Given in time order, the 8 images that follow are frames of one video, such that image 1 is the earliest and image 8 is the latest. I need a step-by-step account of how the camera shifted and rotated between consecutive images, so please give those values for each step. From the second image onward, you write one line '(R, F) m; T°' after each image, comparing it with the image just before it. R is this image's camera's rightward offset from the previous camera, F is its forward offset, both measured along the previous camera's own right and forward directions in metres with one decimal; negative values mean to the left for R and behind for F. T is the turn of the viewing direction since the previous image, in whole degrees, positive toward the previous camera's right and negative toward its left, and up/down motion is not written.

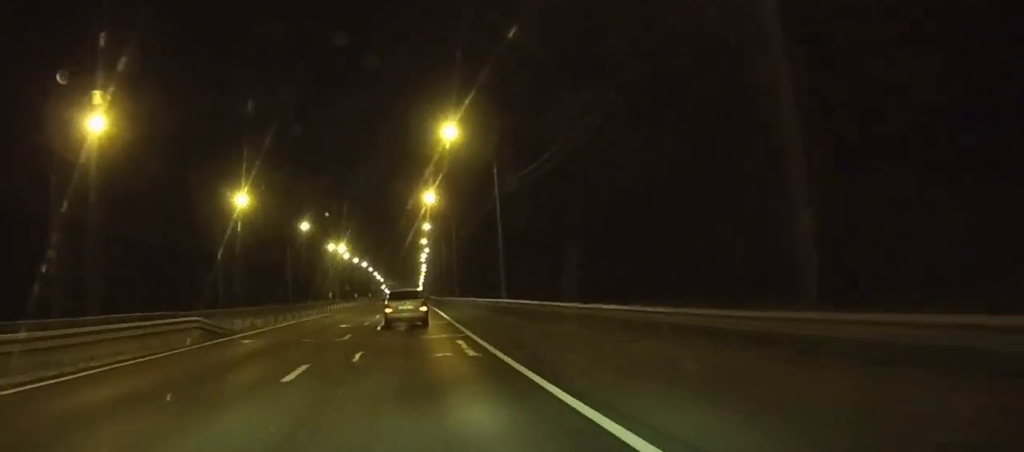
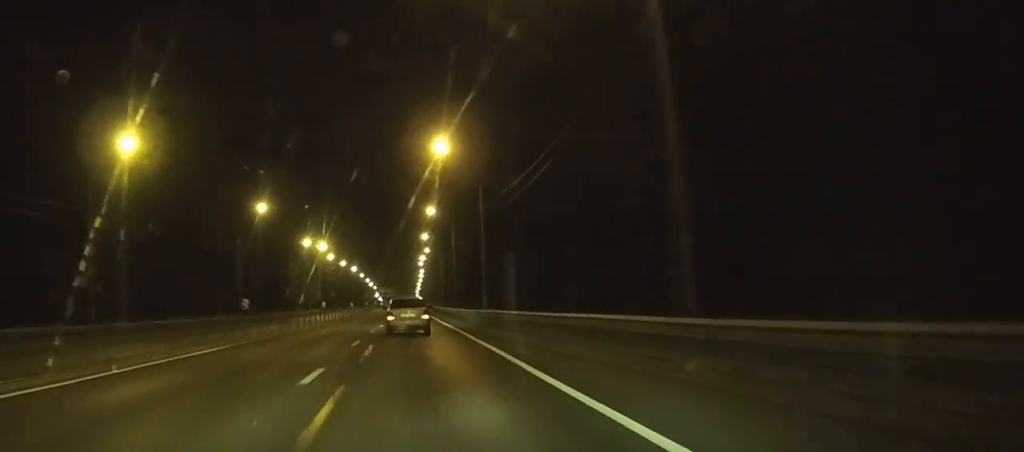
(-0.2, +36.3) m; 0°
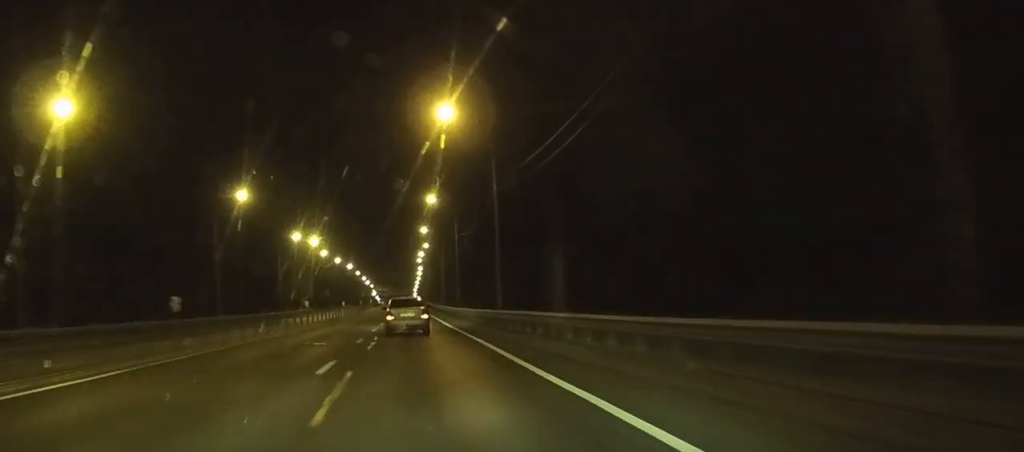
(0.0, +10.0) m; 0°
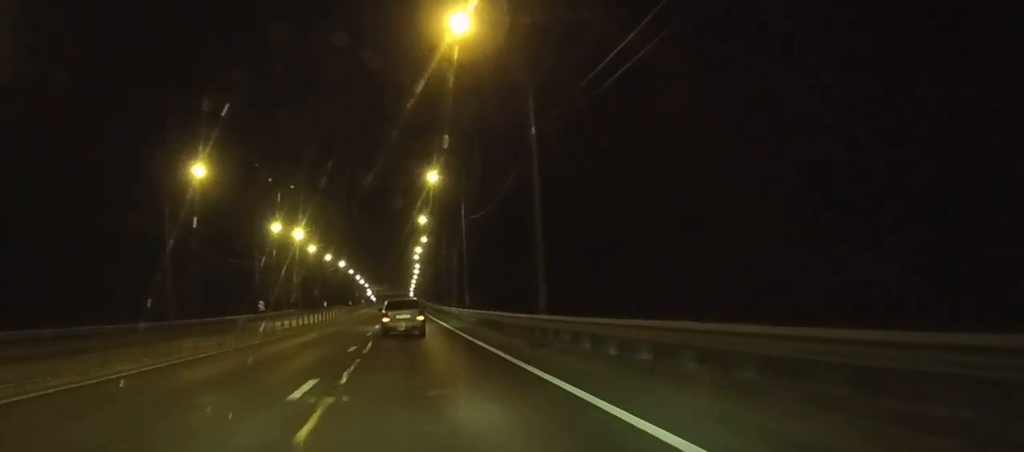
(0.0, +15.6) m; 0°
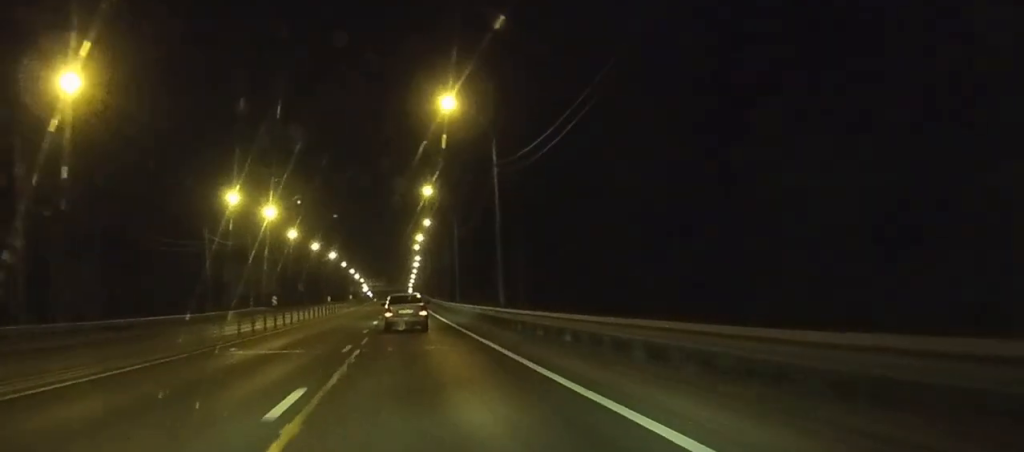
(+0.1, +25.7) m; 0°
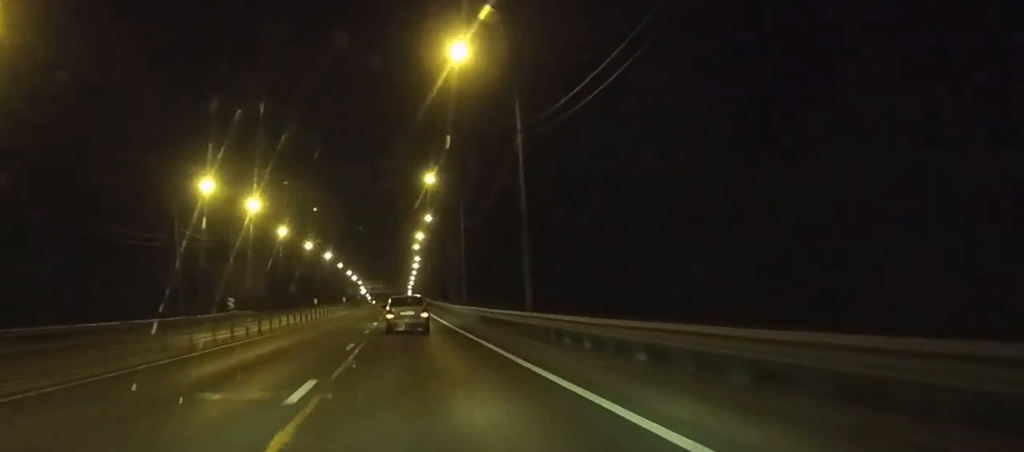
(0.0, +10.1) m; 0°
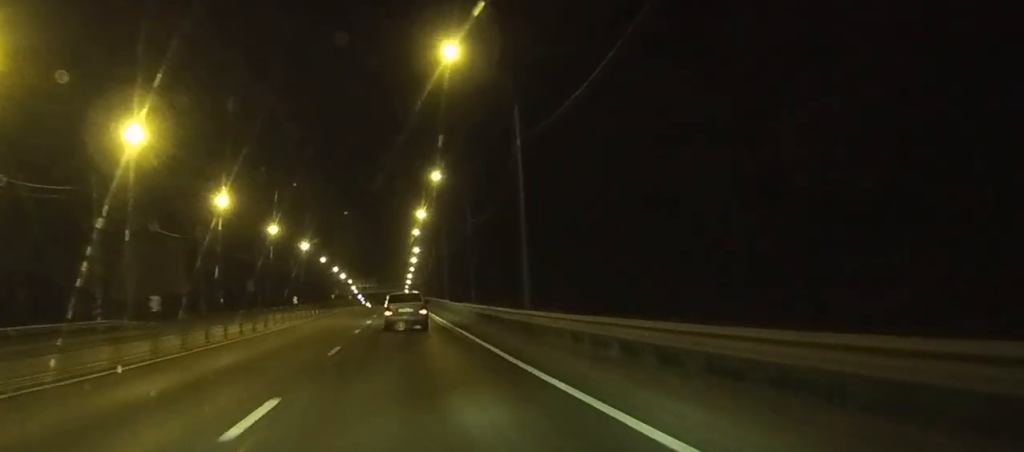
(+0.1, +38.6) m; 0°
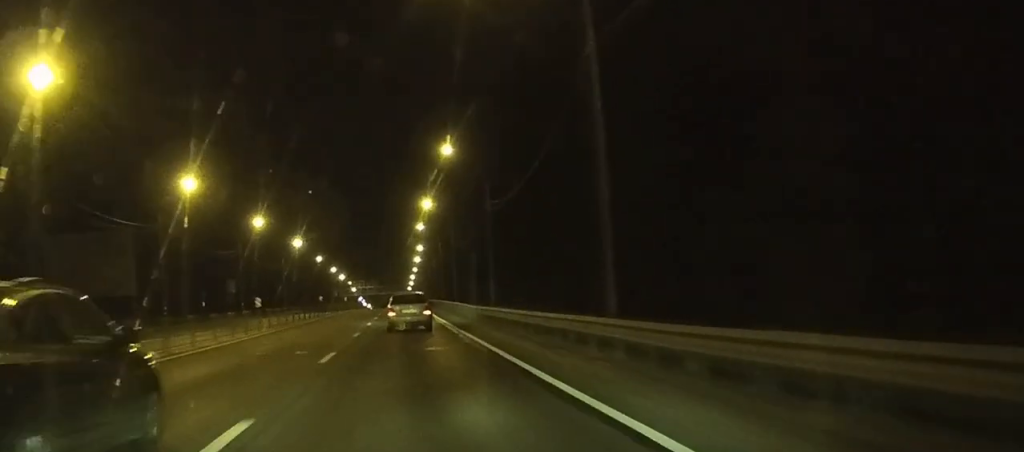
(0.0, +14.0) m; 0°
